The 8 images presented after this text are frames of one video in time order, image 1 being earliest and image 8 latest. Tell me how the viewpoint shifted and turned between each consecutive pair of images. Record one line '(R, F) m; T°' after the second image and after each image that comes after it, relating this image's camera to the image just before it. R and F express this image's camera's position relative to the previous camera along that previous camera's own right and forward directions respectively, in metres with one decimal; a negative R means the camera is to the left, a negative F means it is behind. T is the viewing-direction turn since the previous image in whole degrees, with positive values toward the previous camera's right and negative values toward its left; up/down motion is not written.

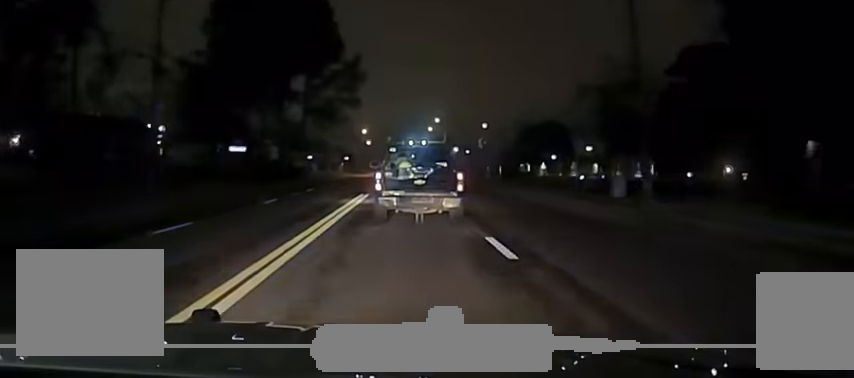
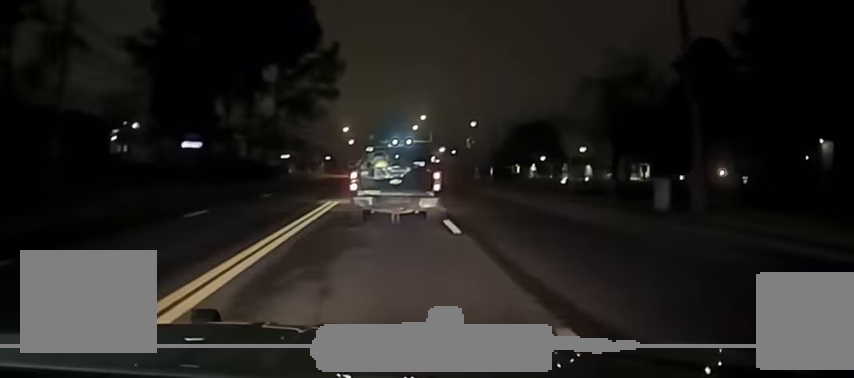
(0.0, +7.8) m; +1°
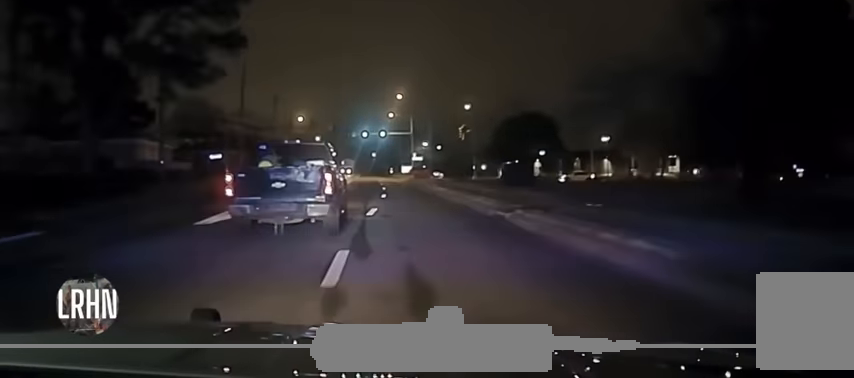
(+0.9, +28.7) m; +3°
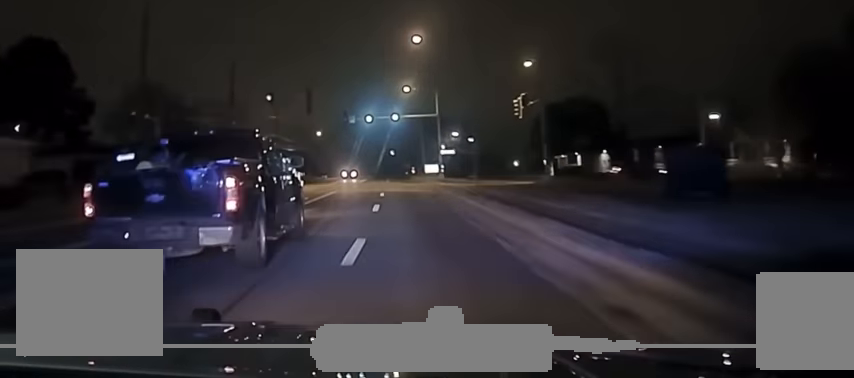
(-0.7, +32.2) m; -3°
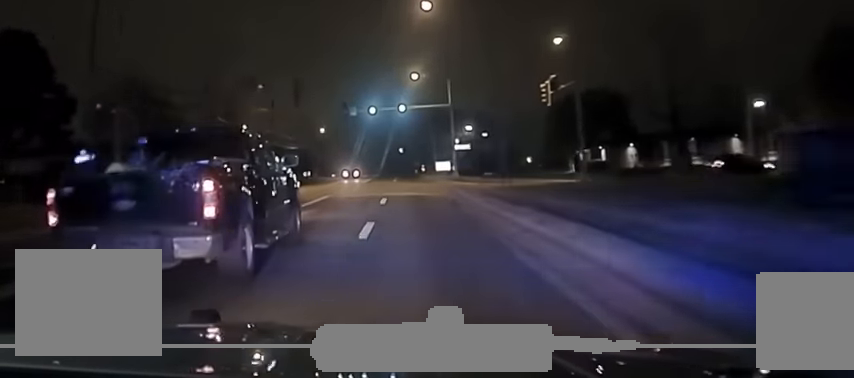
(0.0, +8.4) m; 0°
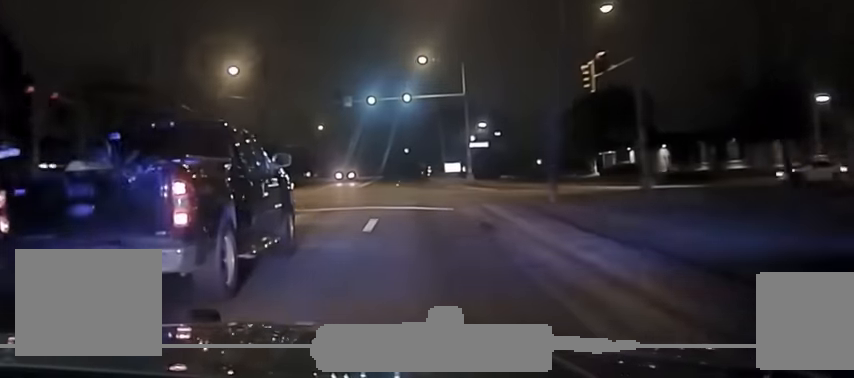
(+0.2, +9.7) m; 0°
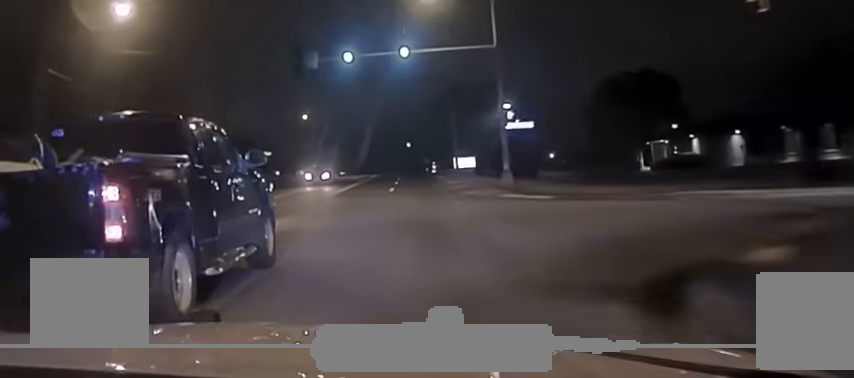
(-0.1, +19.1) m; -1°
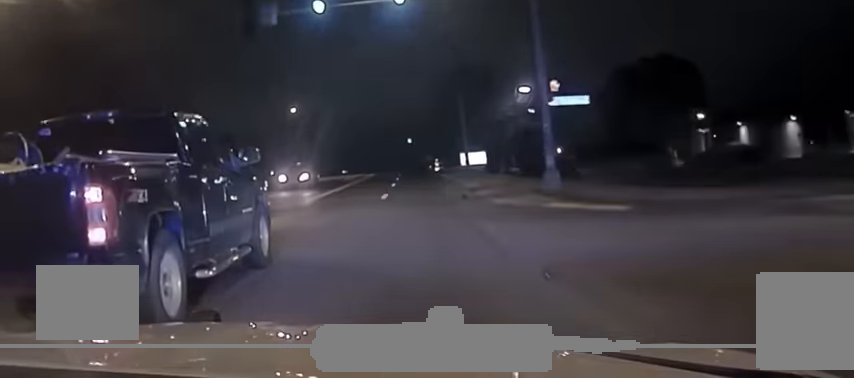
(-0.1, +11.0) m; 0°
